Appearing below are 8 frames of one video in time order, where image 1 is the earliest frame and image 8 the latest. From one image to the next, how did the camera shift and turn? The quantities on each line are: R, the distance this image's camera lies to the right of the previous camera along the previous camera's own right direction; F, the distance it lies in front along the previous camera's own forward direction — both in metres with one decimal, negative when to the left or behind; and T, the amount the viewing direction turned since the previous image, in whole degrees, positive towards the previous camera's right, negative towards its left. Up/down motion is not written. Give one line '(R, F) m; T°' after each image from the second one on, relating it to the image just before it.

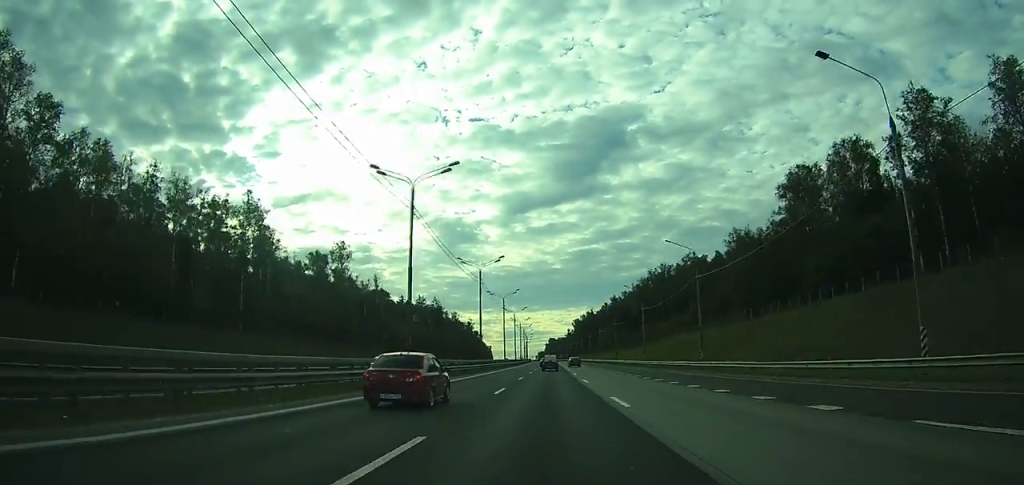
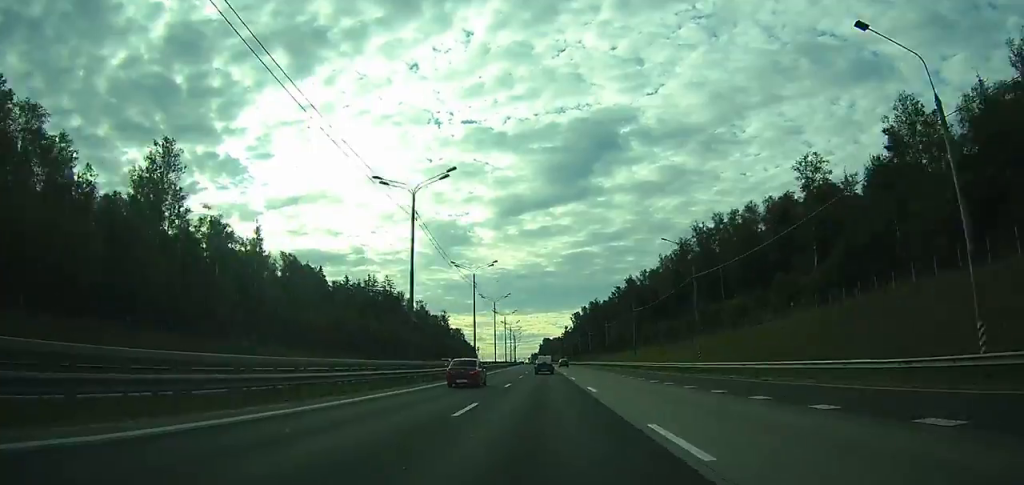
(-0.1, +65.6) m; 0°
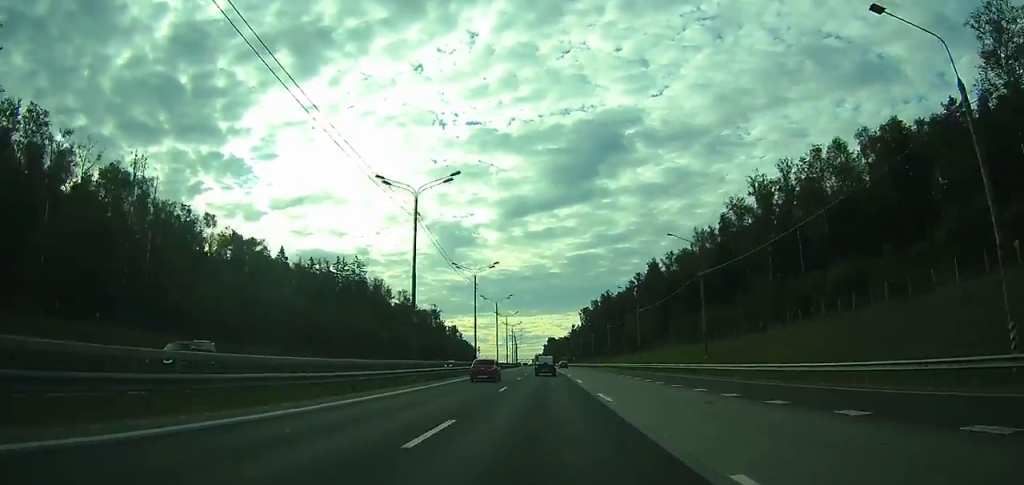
(-0.1, +34.4) m; 0°
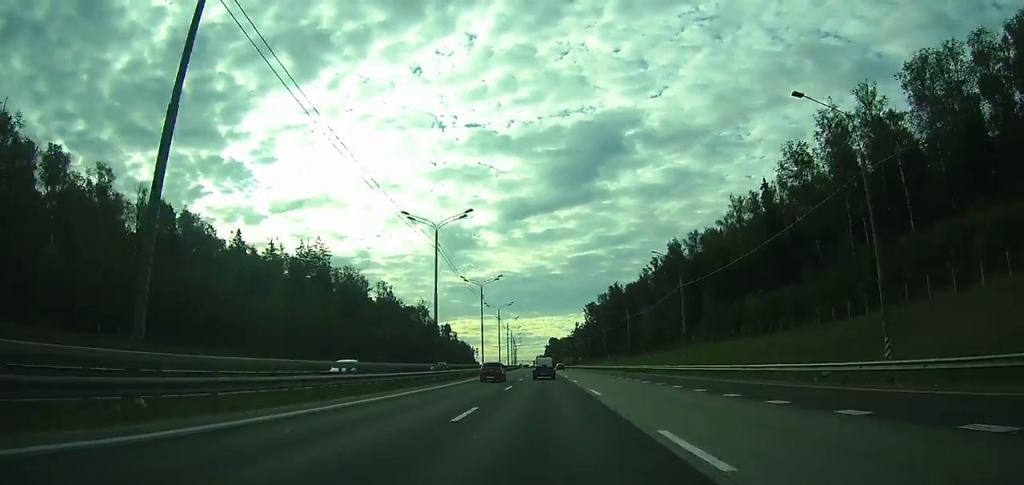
(0.0, +27.5) m; 0°
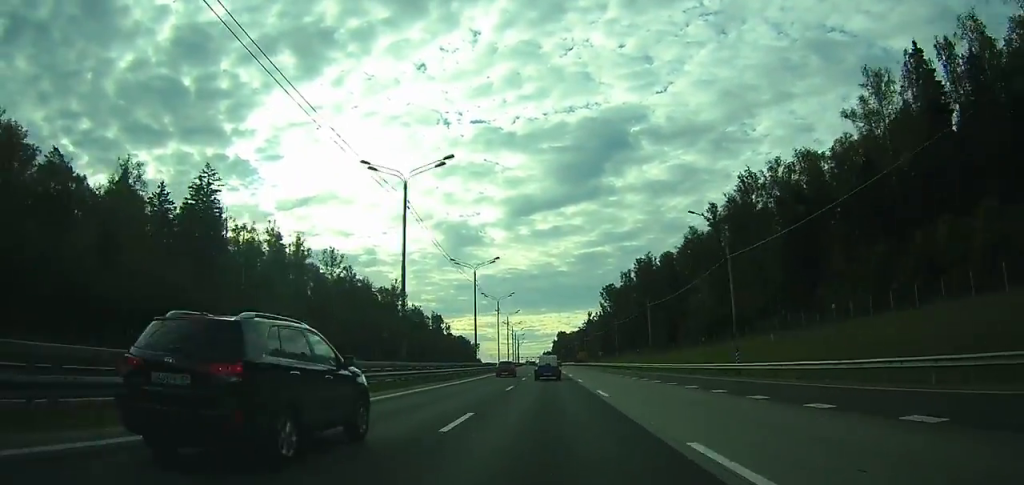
(-0.2, +52.7) m; 0°
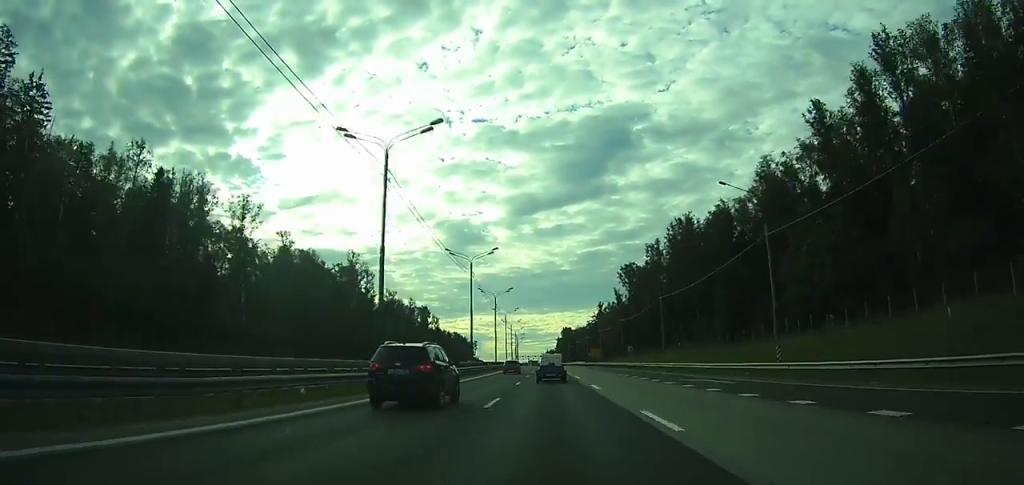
(-0.1, +45.4) m; 0°
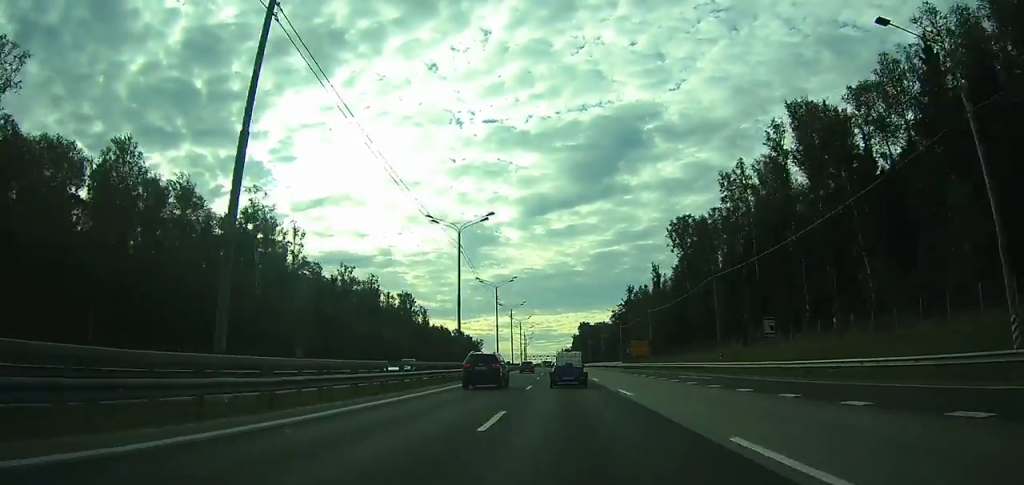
(-0.3, +55.2) m; -1°
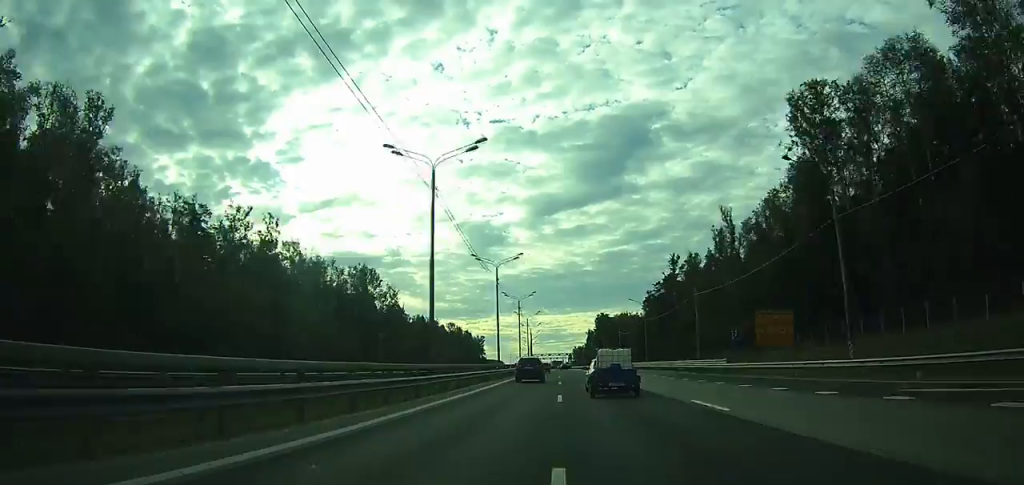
(-0.6, +54.4) m; -1°
